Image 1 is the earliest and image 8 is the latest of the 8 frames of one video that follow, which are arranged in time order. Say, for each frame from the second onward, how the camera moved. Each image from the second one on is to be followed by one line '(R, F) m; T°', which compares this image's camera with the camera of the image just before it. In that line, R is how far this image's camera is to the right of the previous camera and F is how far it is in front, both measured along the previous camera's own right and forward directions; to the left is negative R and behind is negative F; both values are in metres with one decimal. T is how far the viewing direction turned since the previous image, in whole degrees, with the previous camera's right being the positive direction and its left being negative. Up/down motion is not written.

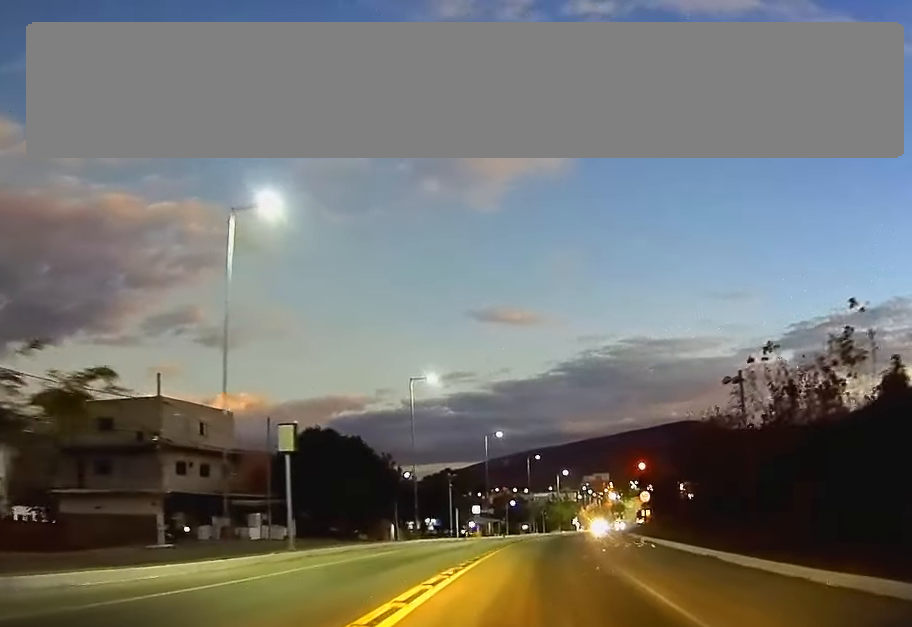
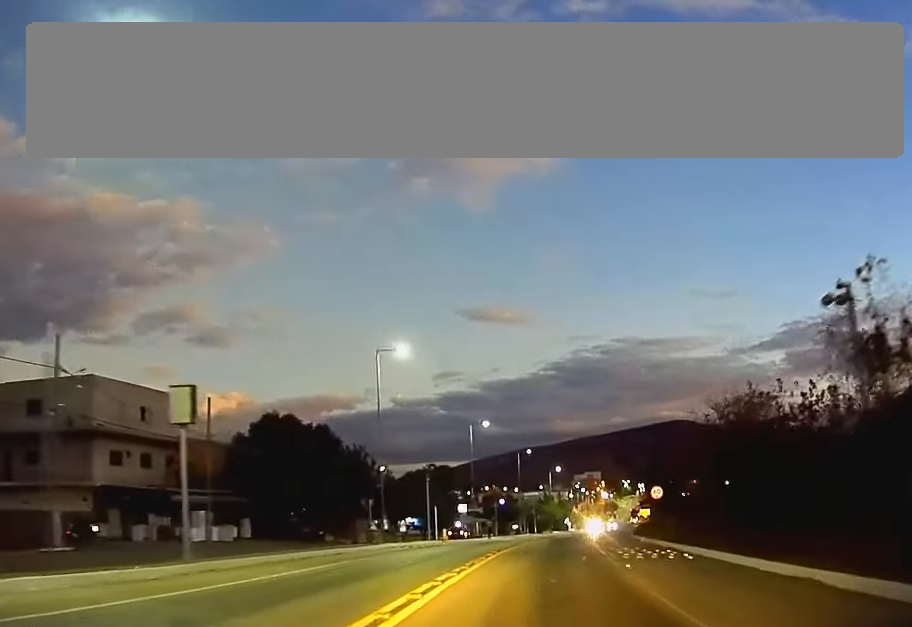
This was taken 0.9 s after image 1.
(+0.1, +9.3) m; +1°
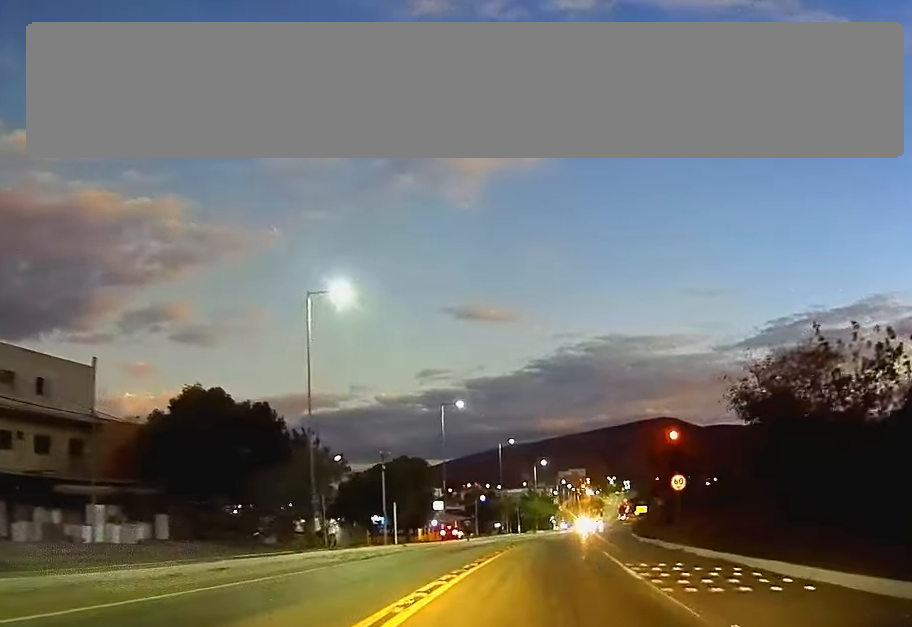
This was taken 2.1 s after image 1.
(+0.1, +11.7) m; +1°
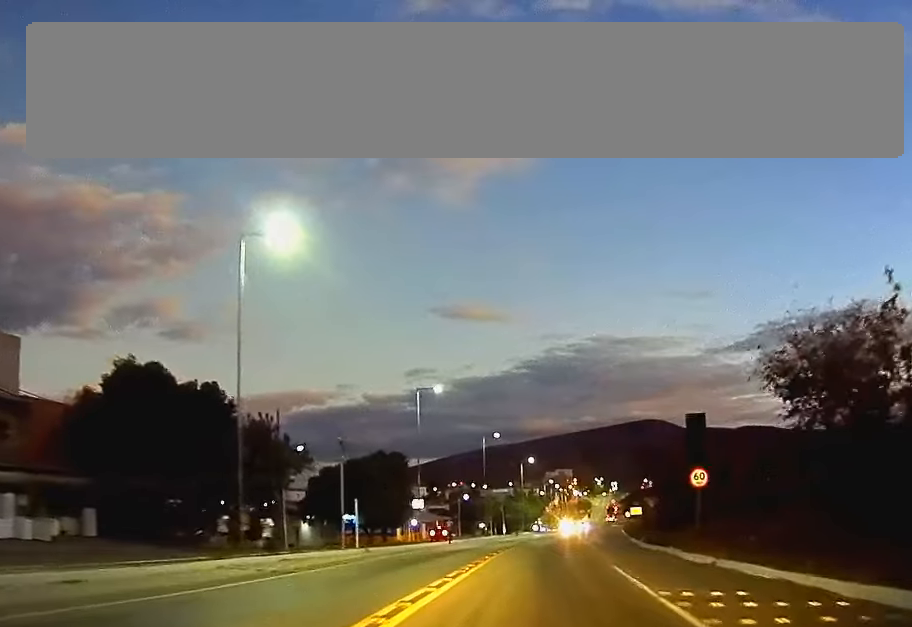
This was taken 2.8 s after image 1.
(+0.1, +7.2) m; +1°
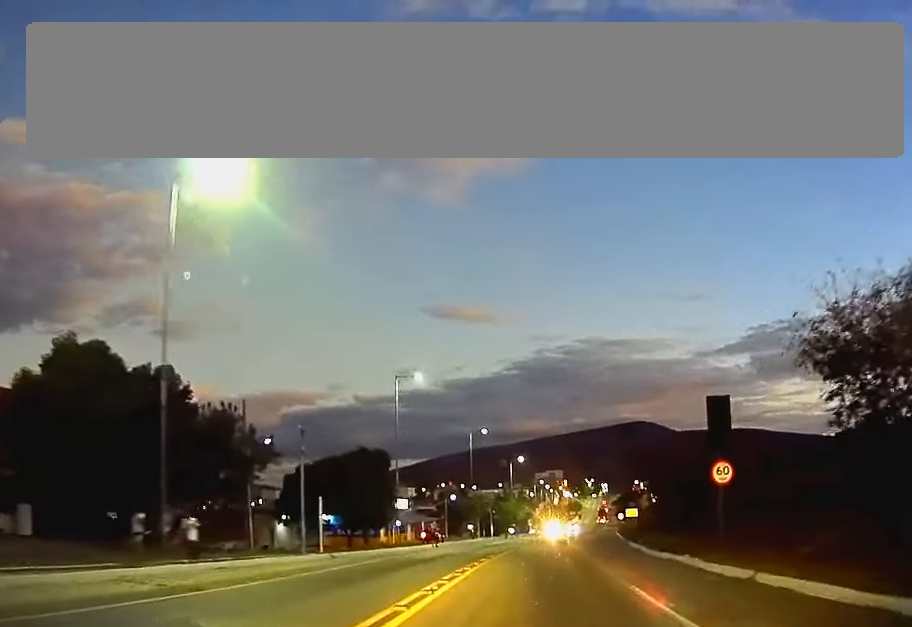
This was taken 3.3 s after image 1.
(0.0, +5.2) m; 0°
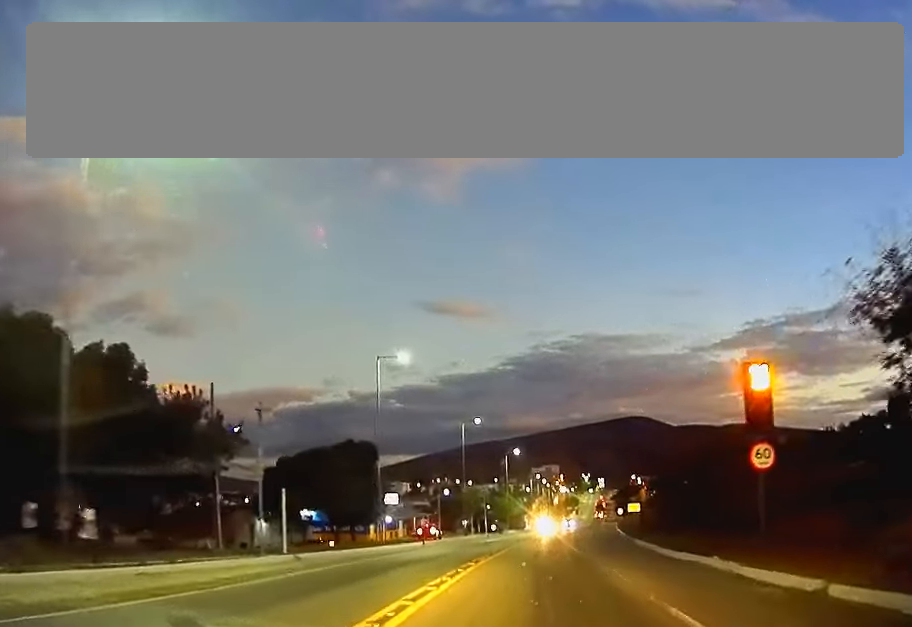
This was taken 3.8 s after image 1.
(0.0, +4.8) m; 0°
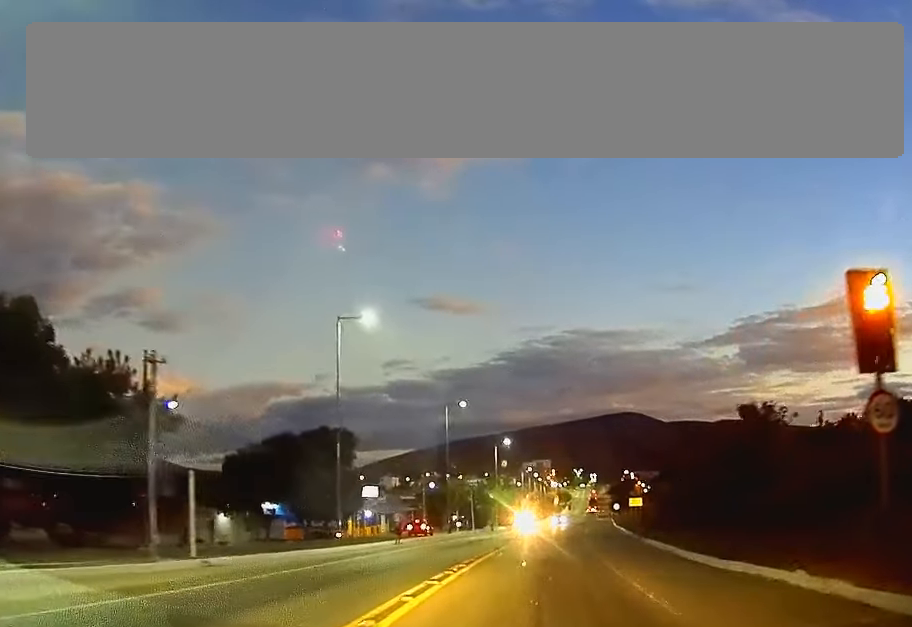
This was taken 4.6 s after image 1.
(0.0, +7.8) m; +1°
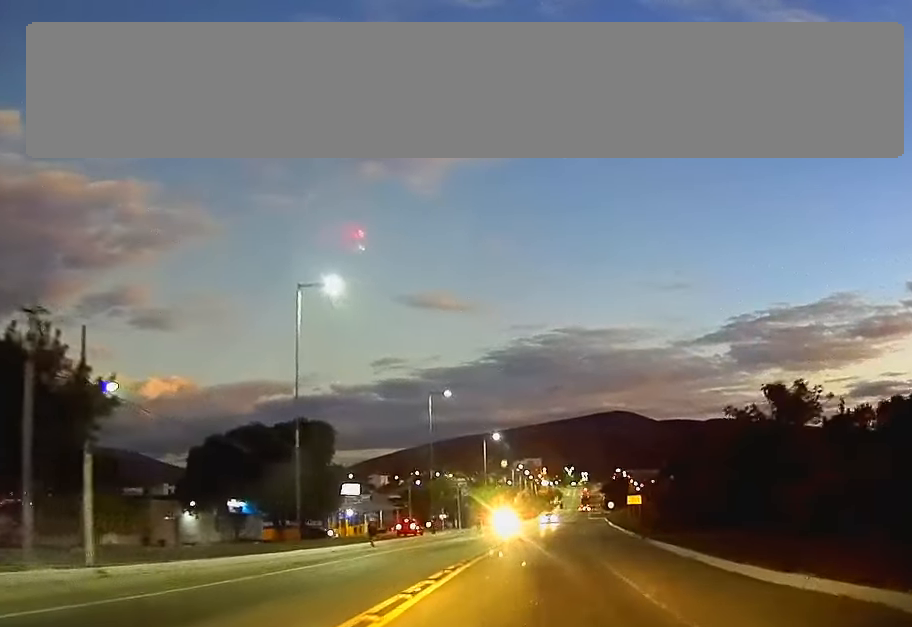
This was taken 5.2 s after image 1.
(0.0, +5.3) m; +1°
